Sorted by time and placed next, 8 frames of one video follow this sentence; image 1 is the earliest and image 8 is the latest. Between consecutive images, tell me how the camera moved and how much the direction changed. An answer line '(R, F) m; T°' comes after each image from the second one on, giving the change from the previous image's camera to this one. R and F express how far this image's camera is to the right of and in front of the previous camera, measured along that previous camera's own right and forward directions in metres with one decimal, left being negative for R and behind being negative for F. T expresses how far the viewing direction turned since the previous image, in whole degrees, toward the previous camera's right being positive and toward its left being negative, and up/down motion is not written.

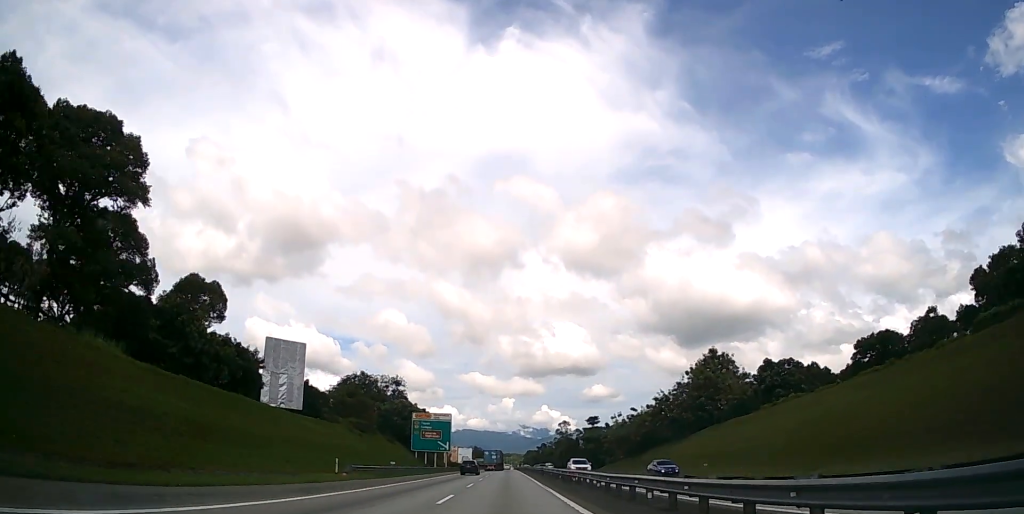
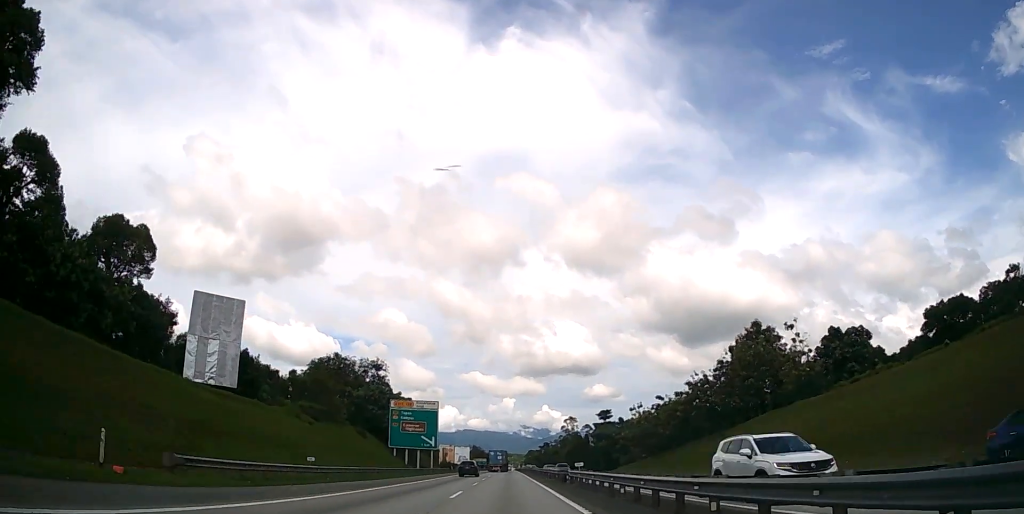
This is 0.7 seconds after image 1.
(0.0, +20.6) m; 0°
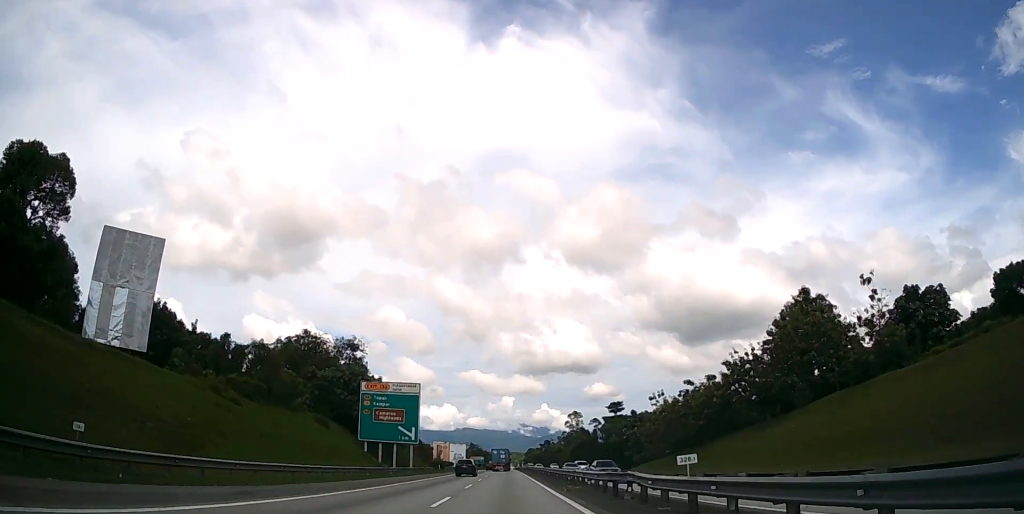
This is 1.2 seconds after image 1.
(0.0, +16.9) m; 0°
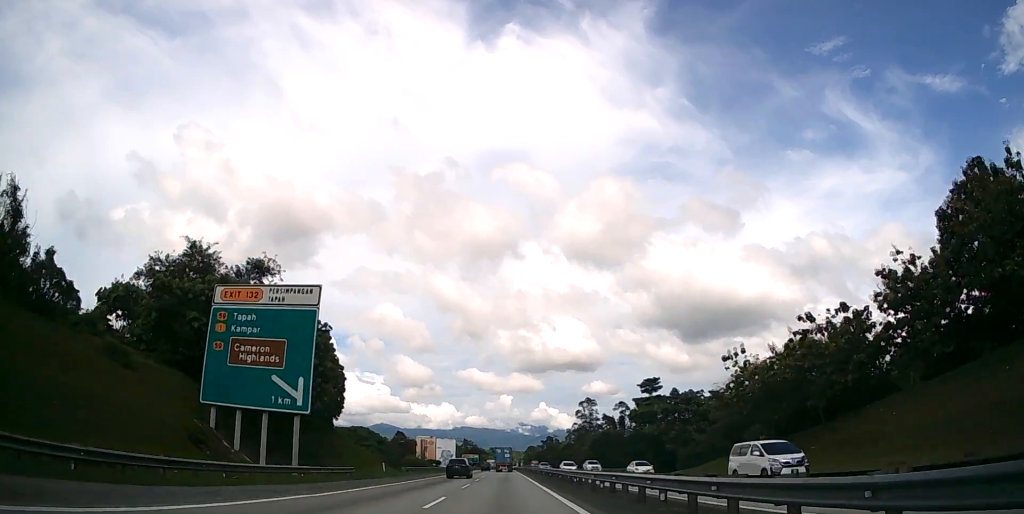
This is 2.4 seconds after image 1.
(0.0, +36.3) m; 0°
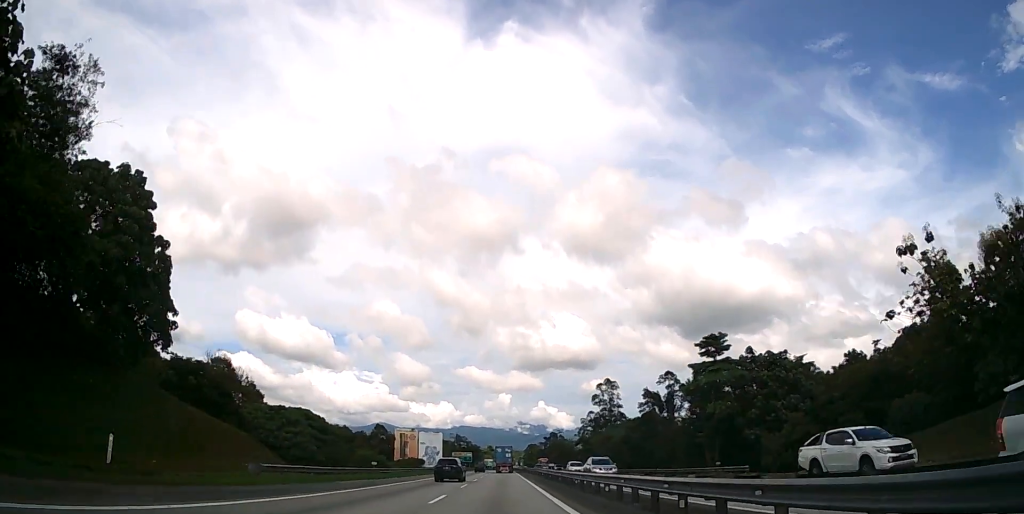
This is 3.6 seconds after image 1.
(+0.1, +34.0) m; 0°
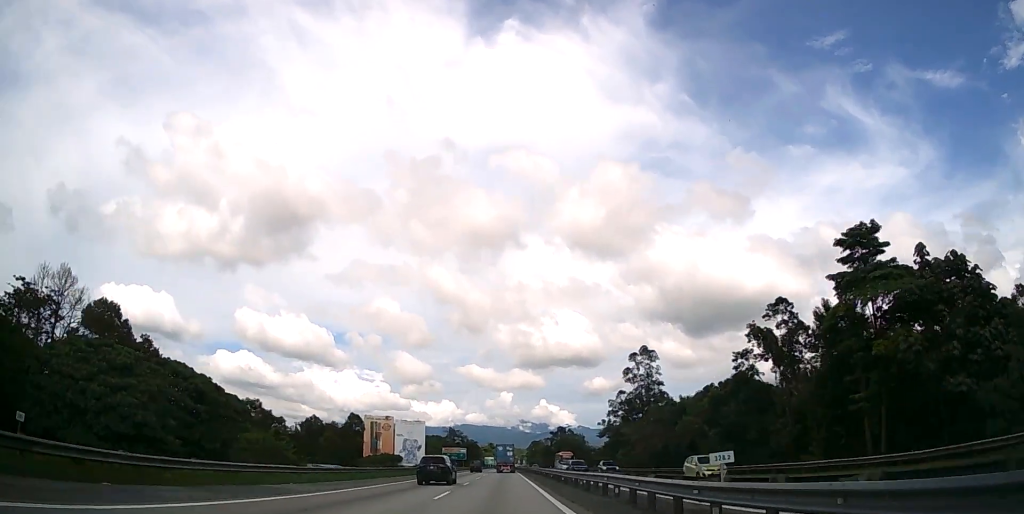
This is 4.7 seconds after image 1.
(0.0, +34.0) m; 0°
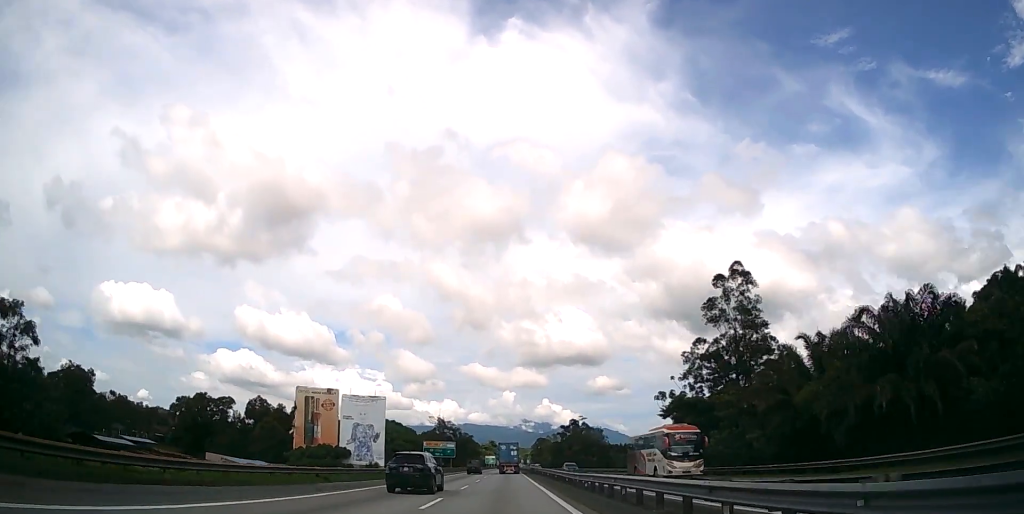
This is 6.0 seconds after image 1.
(0.0, +40.2) m; 0°
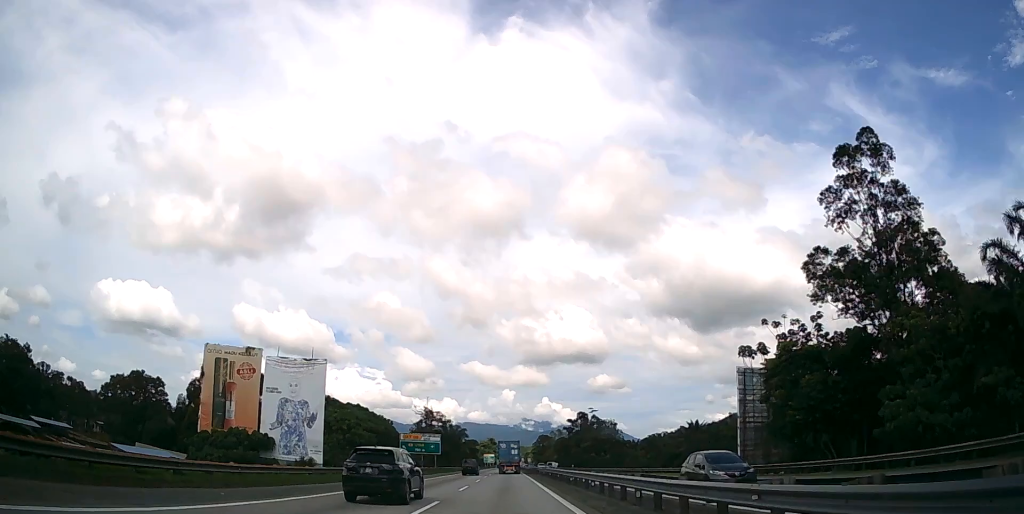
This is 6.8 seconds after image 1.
(-0.1, +25.8) m; 0°
